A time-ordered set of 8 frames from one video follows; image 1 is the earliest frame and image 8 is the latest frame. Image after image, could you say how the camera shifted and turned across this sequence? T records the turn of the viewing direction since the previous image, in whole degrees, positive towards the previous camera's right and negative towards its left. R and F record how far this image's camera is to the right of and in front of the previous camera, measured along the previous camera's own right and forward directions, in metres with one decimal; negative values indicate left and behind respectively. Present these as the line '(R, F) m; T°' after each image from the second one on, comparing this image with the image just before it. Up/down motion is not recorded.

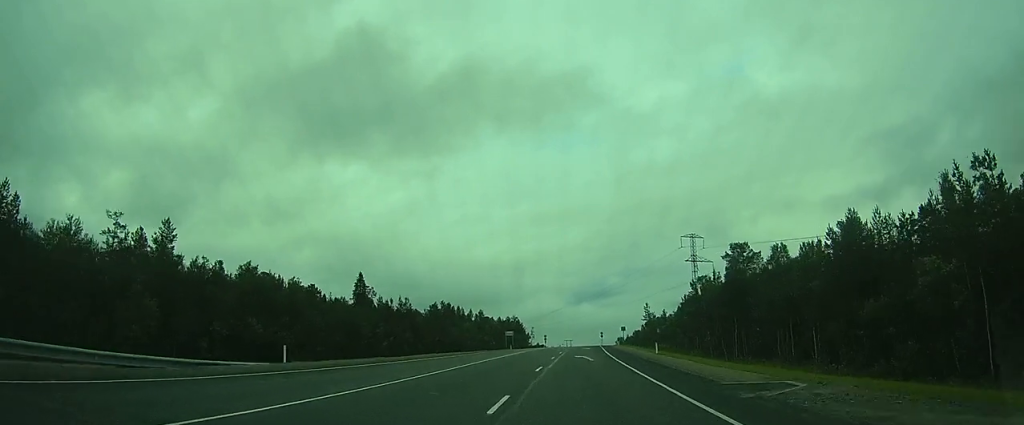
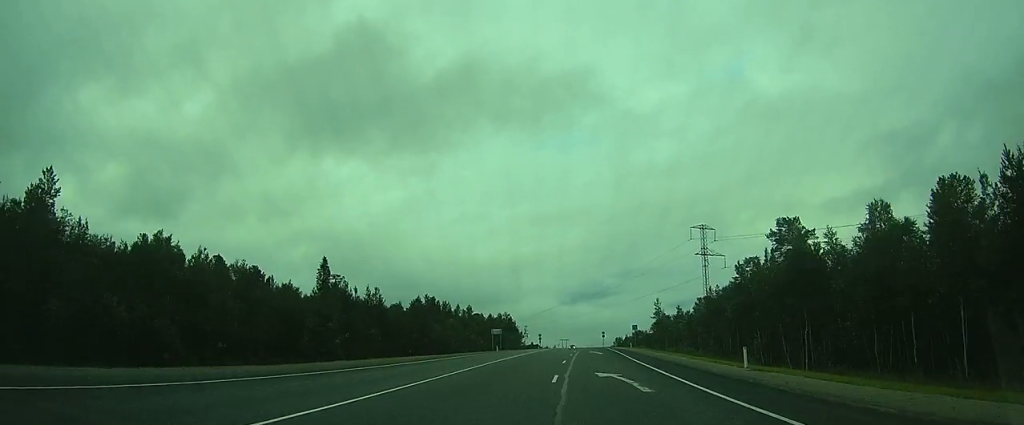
(+0.2, +20.3) m; +1°
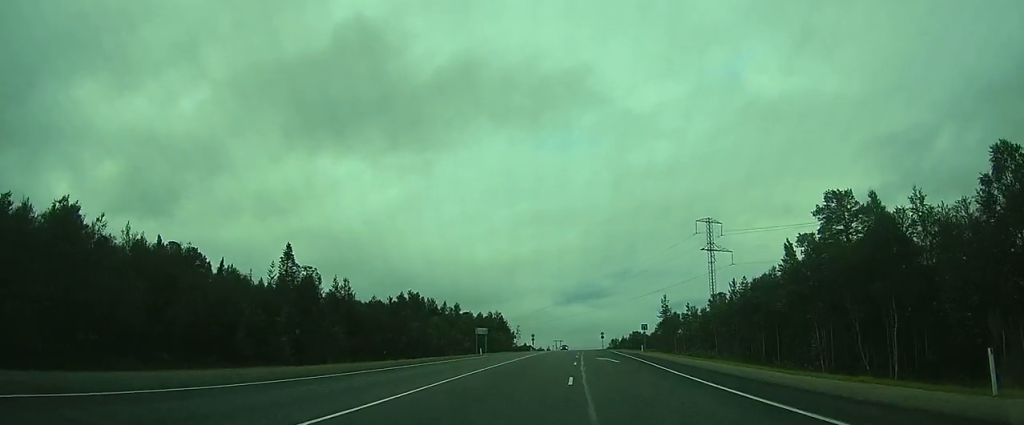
(0.0, +14.2) m; 0°
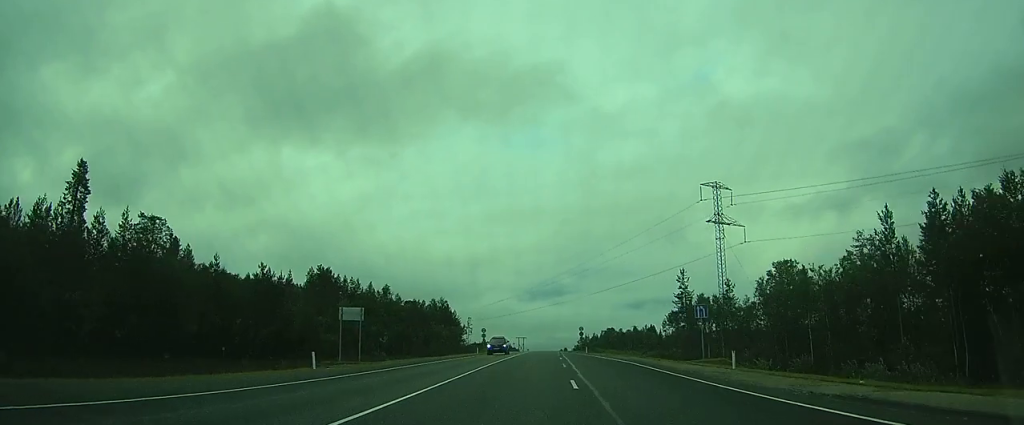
(0.0, +42.2) m; 0°
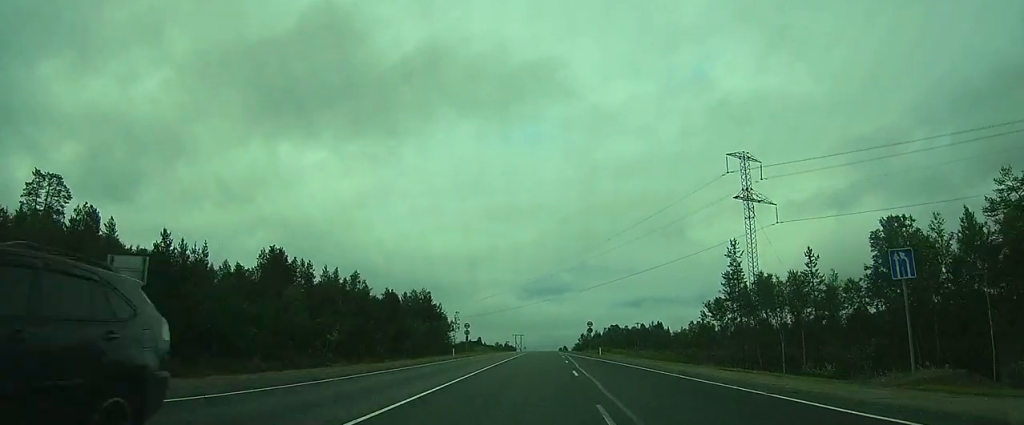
(0.0, +20.9) m; 0°
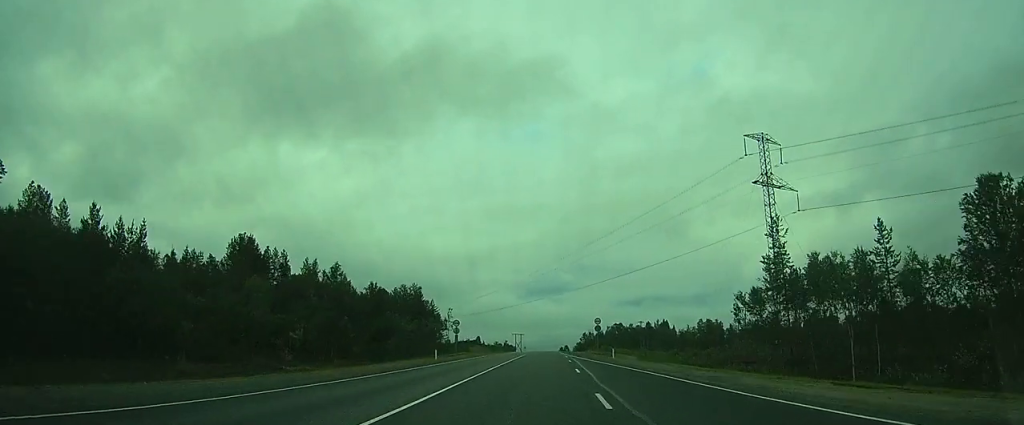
(0.0, +10.4) m; 0°
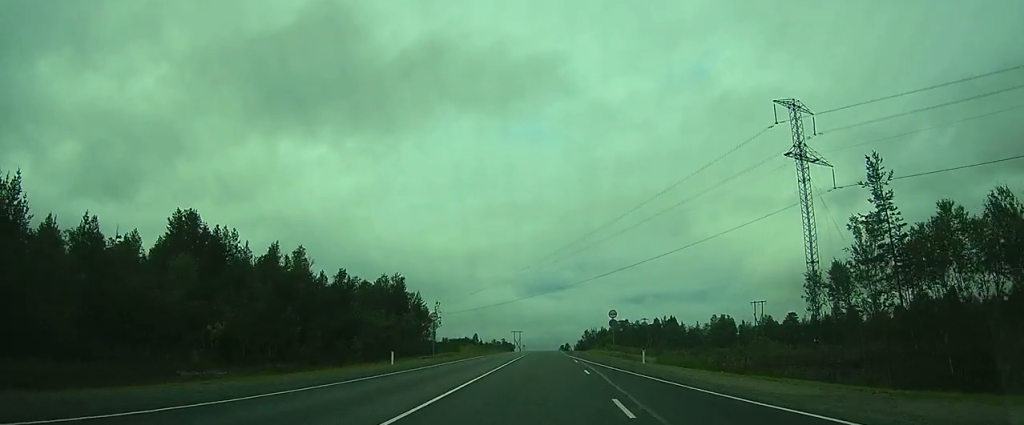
(0.0, +14.6) m; +1°
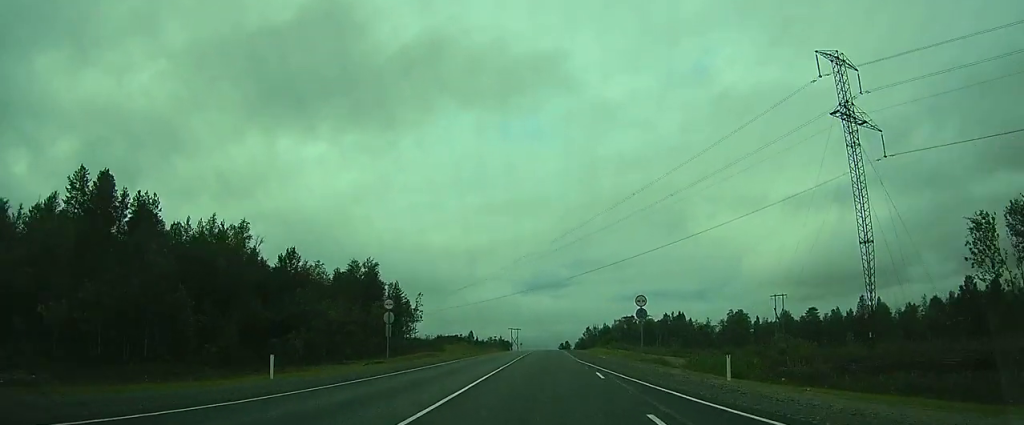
(+0.2, +16.0) m; +1°
